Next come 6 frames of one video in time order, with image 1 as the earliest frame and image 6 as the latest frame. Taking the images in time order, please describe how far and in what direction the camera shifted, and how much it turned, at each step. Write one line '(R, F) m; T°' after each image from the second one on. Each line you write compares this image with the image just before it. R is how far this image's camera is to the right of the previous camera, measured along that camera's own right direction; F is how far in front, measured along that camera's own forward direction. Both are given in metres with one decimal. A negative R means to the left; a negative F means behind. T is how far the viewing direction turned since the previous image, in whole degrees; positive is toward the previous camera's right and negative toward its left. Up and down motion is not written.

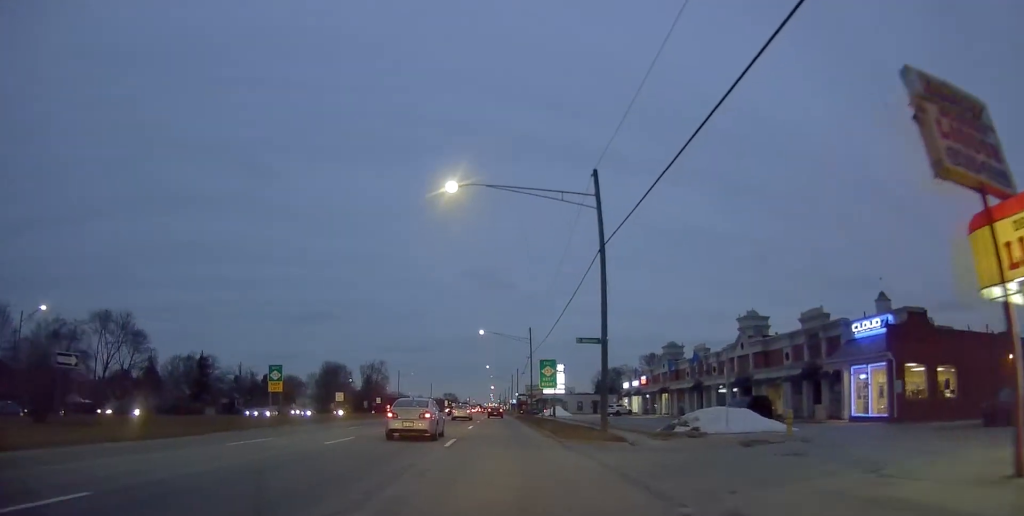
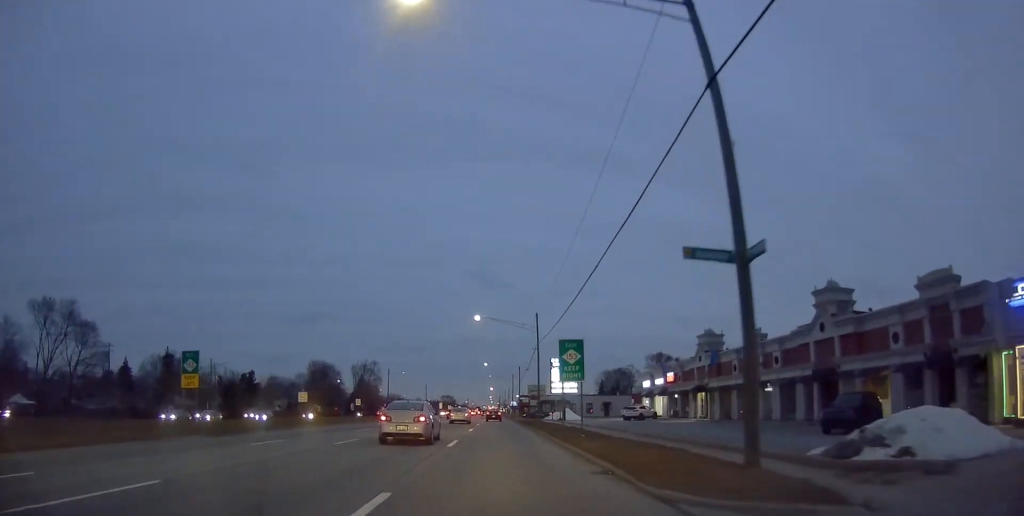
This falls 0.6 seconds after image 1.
(+0.5, +12.9) m; 0°
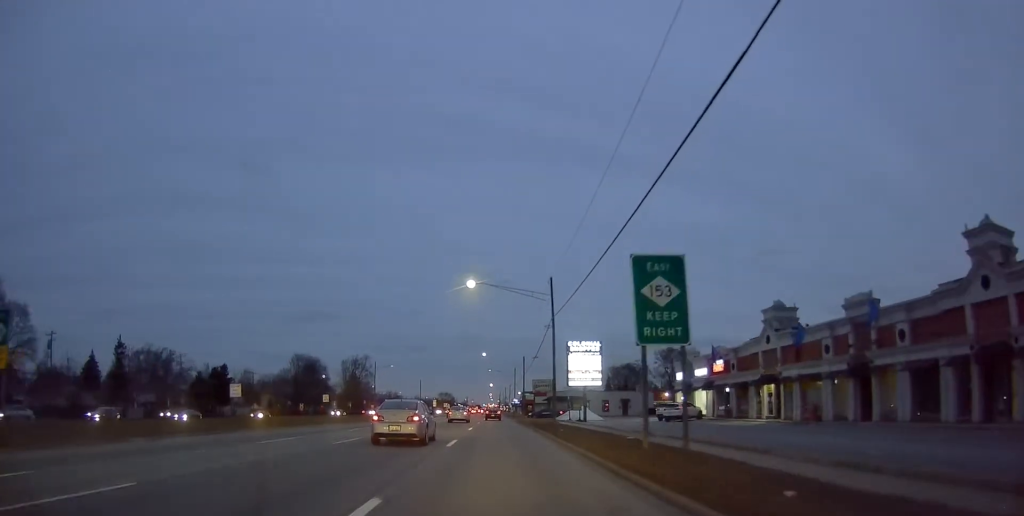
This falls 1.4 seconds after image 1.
(-0.5, +15.1) m; 0°
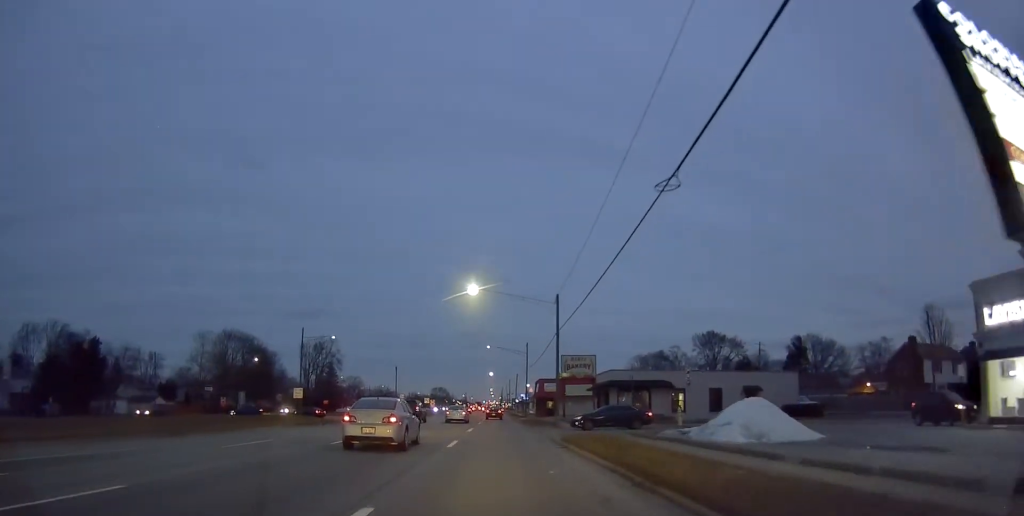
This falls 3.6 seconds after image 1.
(+0.6, +46.0) m; -1°
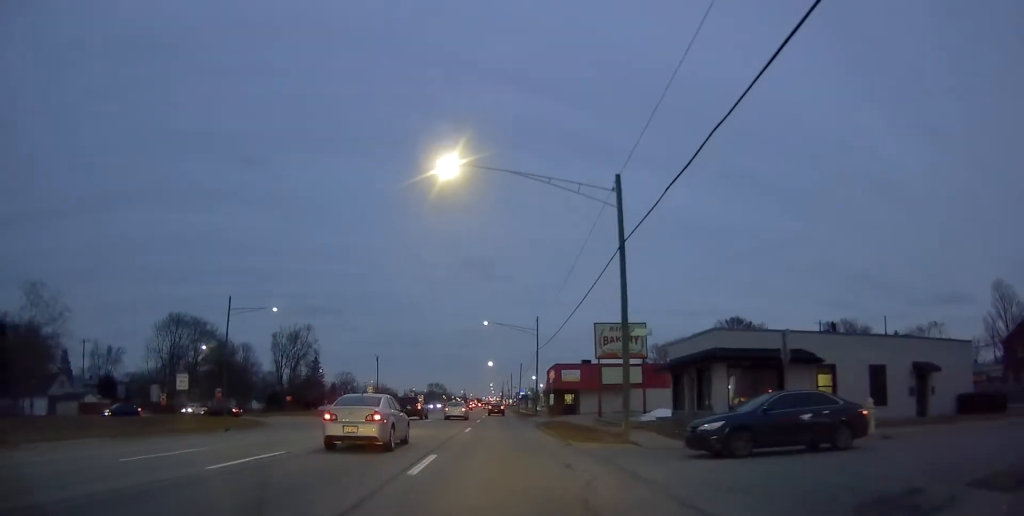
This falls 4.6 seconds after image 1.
(-0.4, +21.3) m; -1°
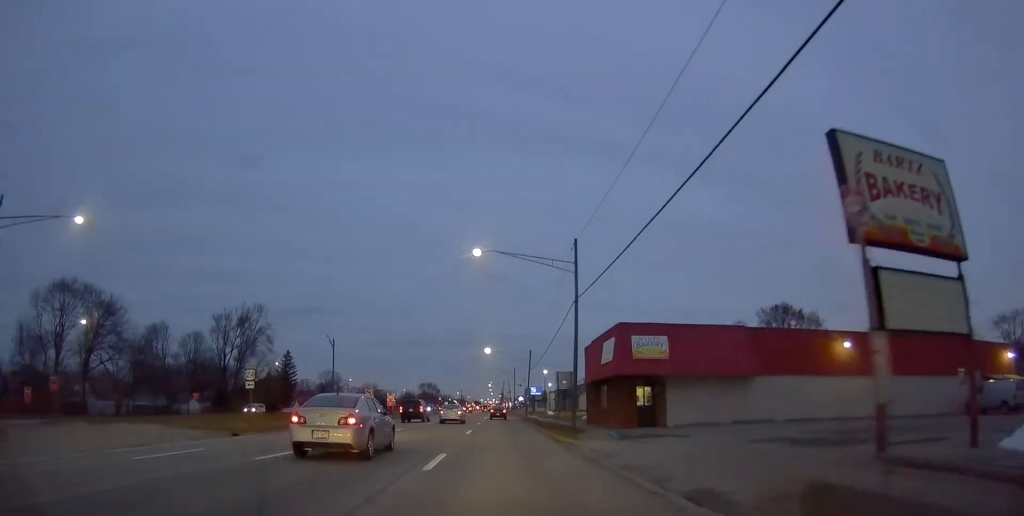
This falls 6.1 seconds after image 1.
(+0.6, +30.7) m; +3°
